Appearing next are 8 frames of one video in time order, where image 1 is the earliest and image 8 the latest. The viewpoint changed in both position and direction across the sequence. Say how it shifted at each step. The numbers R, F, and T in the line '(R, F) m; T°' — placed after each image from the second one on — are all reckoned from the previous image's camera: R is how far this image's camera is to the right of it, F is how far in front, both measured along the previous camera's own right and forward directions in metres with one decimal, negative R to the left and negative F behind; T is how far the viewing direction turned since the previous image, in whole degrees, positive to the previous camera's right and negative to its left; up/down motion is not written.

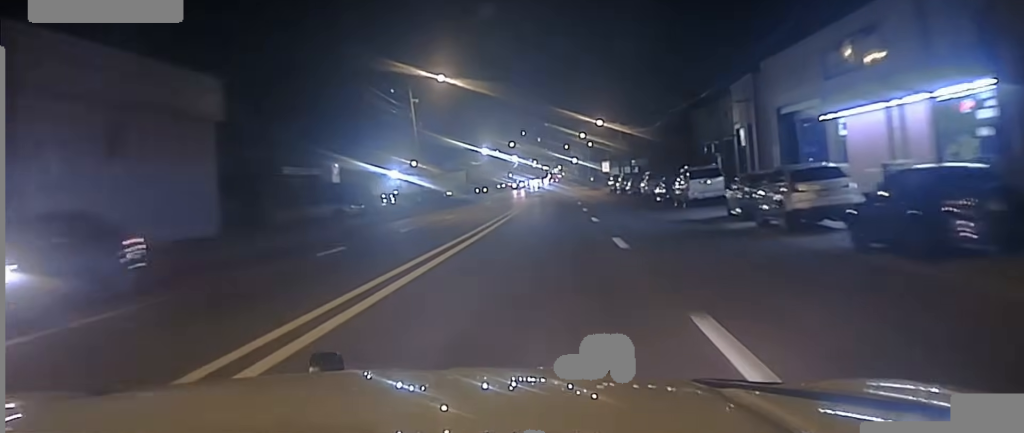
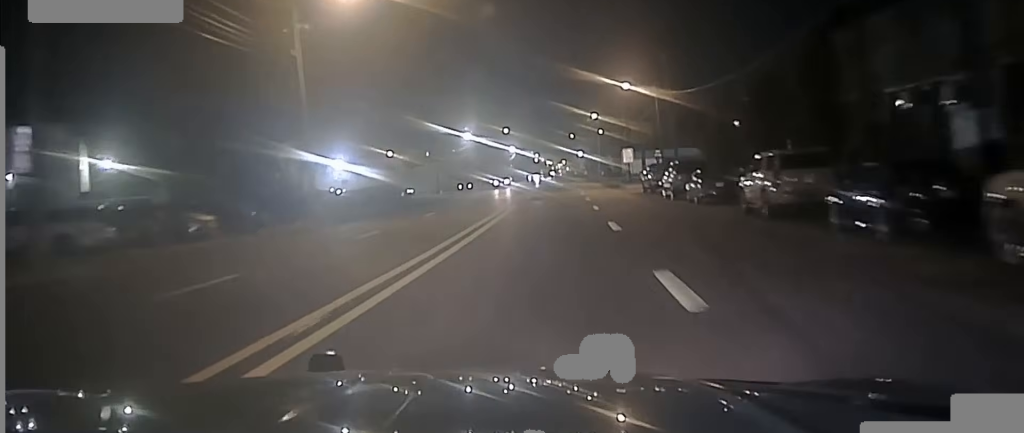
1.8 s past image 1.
(+0.1, +32.7) m; 0°
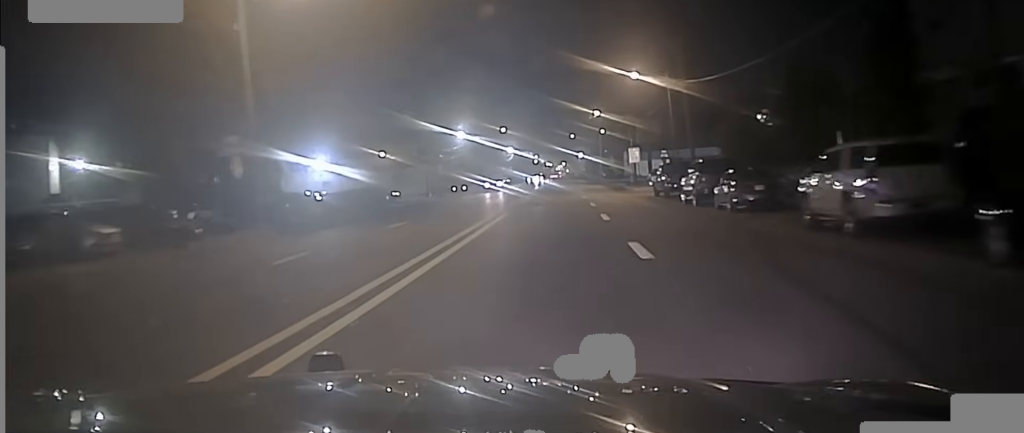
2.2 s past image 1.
(0.0, +8.0) m; 0°
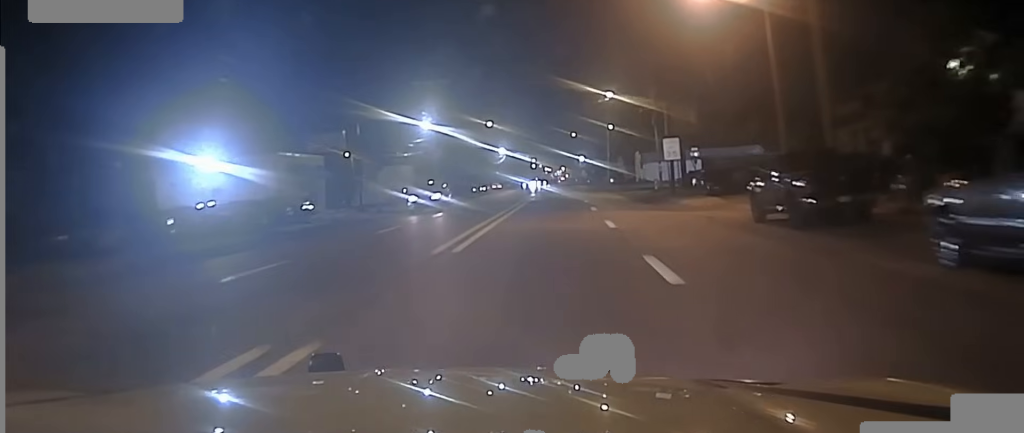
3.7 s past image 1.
(-0.3, +26.3) m; -1°
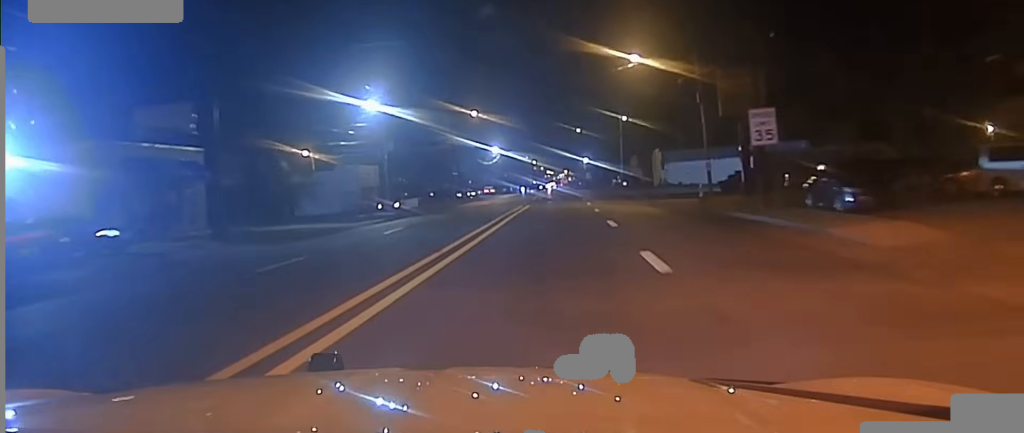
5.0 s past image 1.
(0.0, +21.9) m; 0°
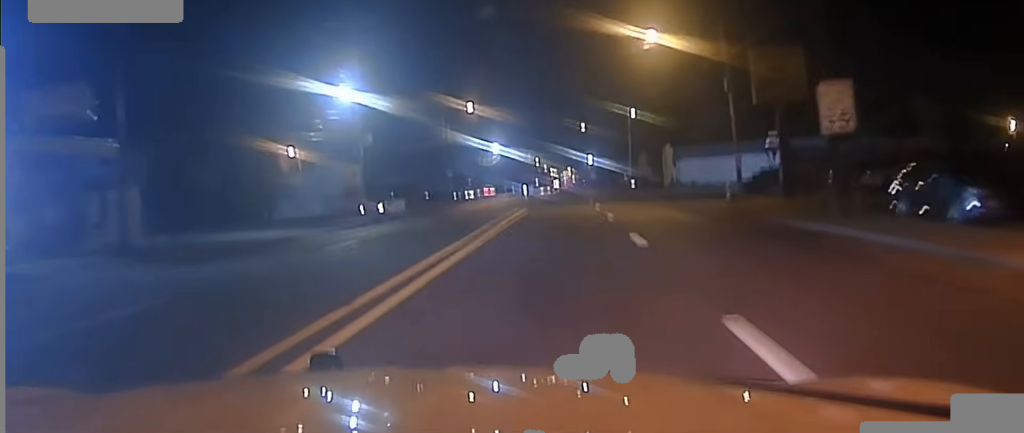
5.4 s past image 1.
(0.0, +7.5) m; 0°
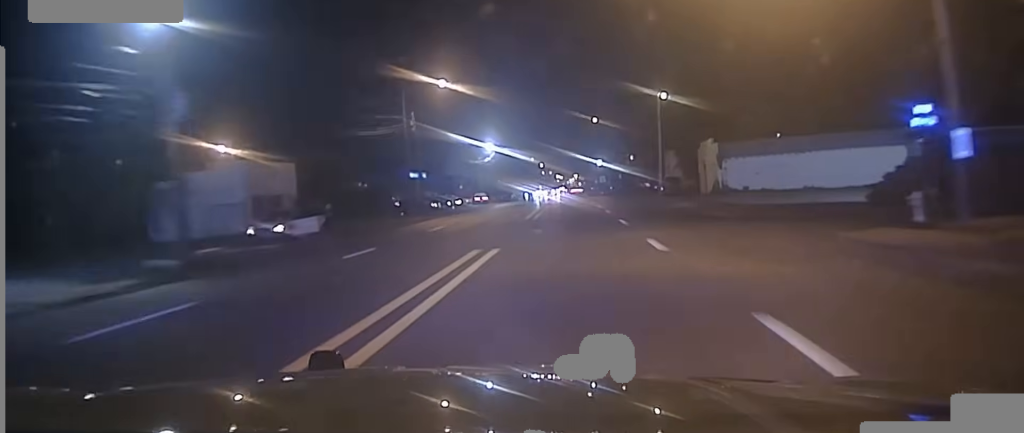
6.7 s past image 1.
(+0.1, +24.5) m; 0°
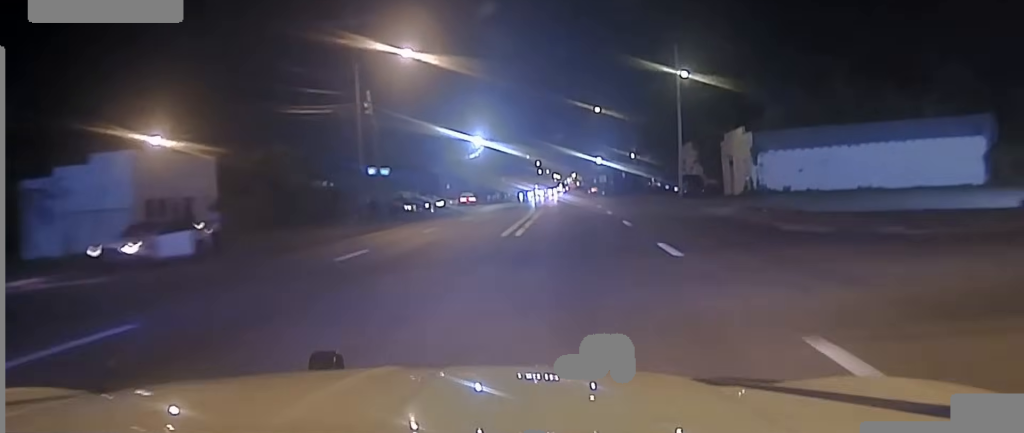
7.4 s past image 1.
(0.0, +14.8) m; 0°
